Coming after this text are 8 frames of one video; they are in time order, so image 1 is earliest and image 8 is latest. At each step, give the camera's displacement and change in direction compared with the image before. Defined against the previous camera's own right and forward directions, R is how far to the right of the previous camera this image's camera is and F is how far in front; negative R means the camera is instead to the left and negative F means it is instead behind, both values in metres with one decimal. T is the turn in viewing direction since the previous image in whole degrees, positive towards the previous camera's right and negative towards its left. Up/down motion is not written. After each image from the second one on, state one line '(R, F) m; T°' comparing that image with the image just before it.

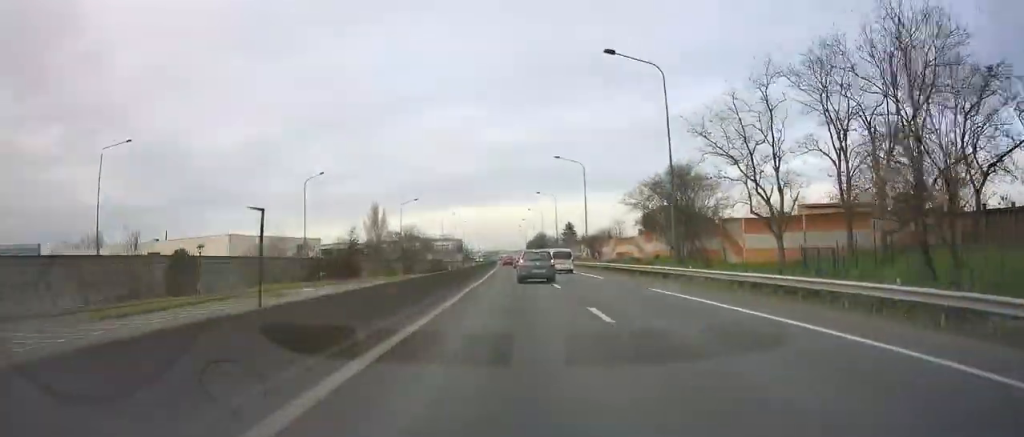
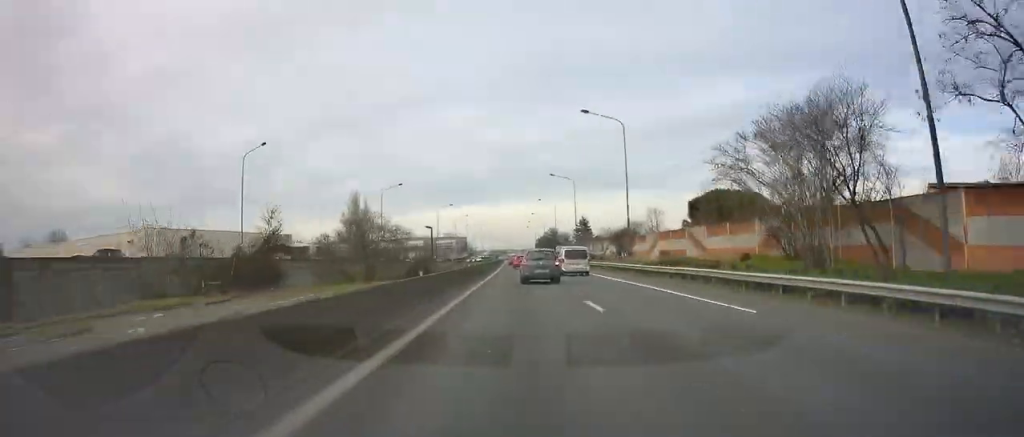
(-0.1, +23.6) m; 0°
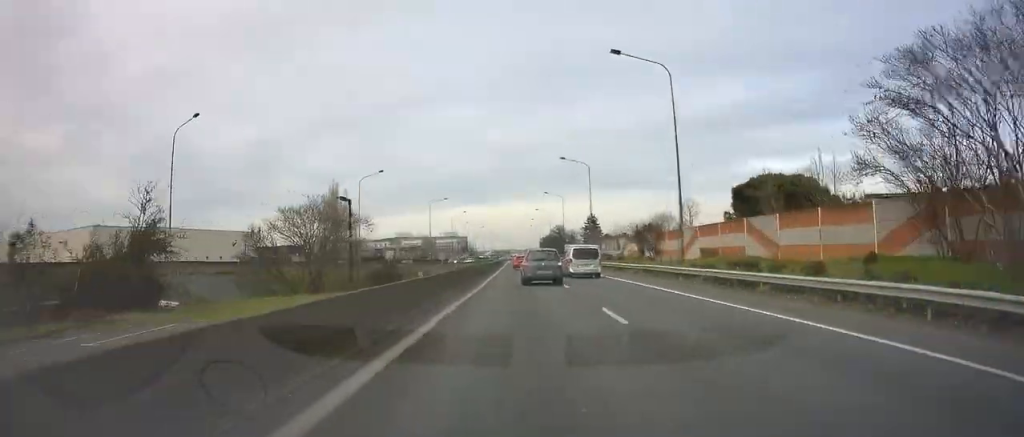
(0.0, +15.2) m; 0°
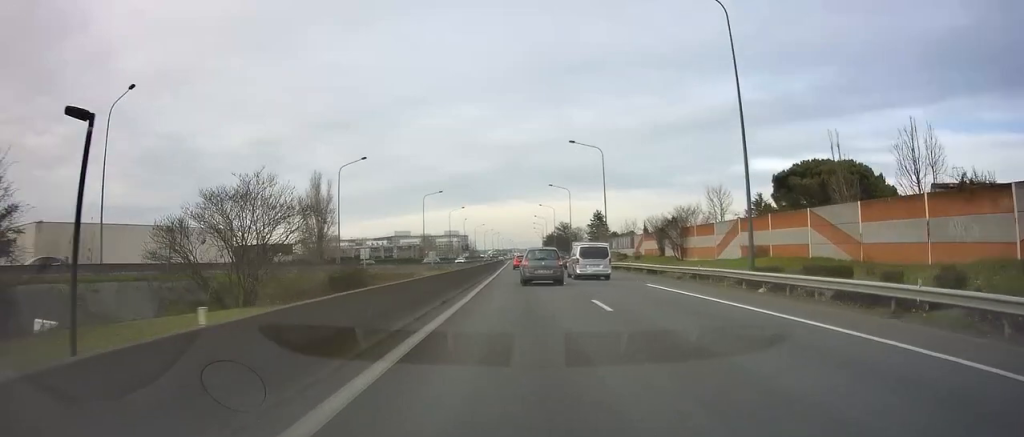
(0.0, +10.0) m; 0°
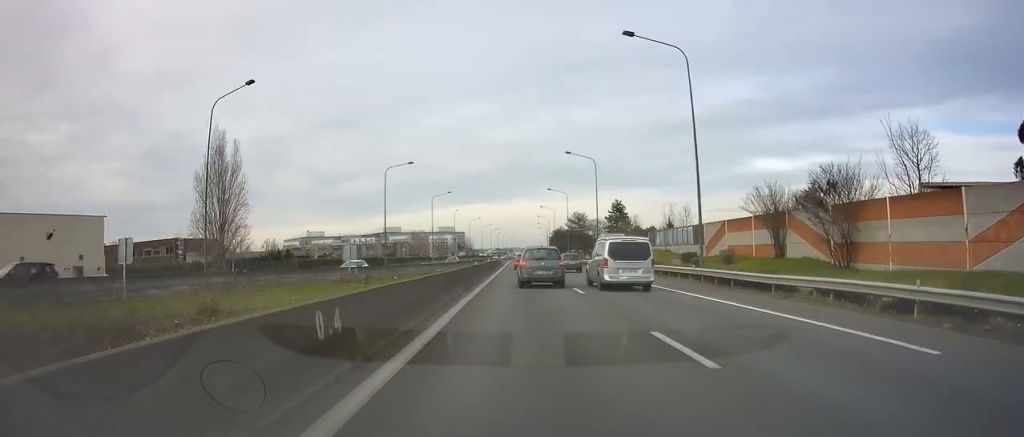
(+0.1, +33.2) m; 0°
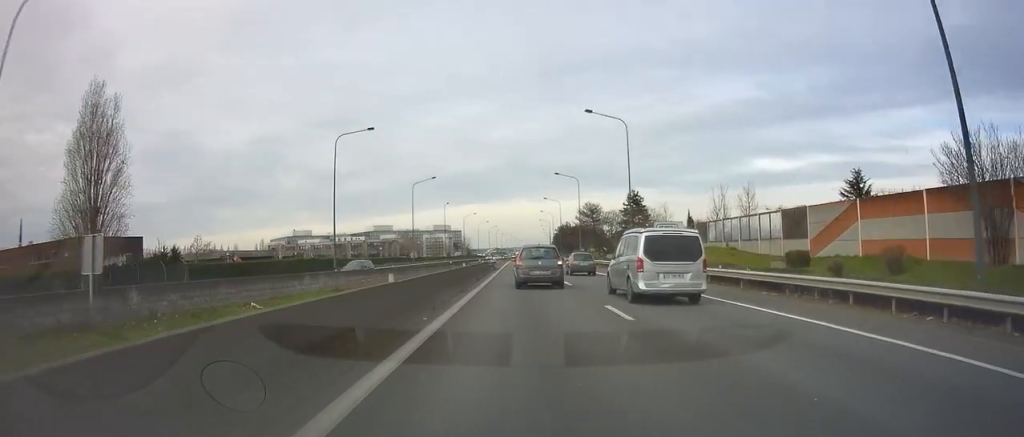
(-0.1, +20.5) m; 0°
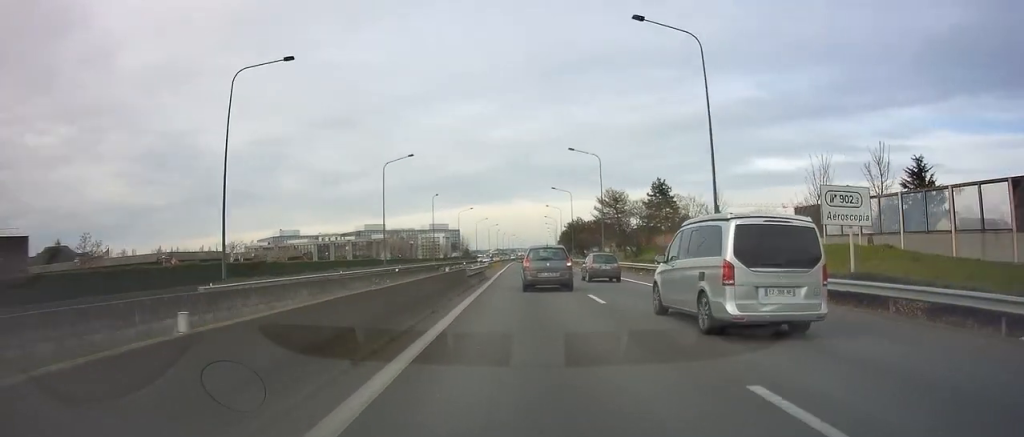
(0.0, +21.9) m; 0°
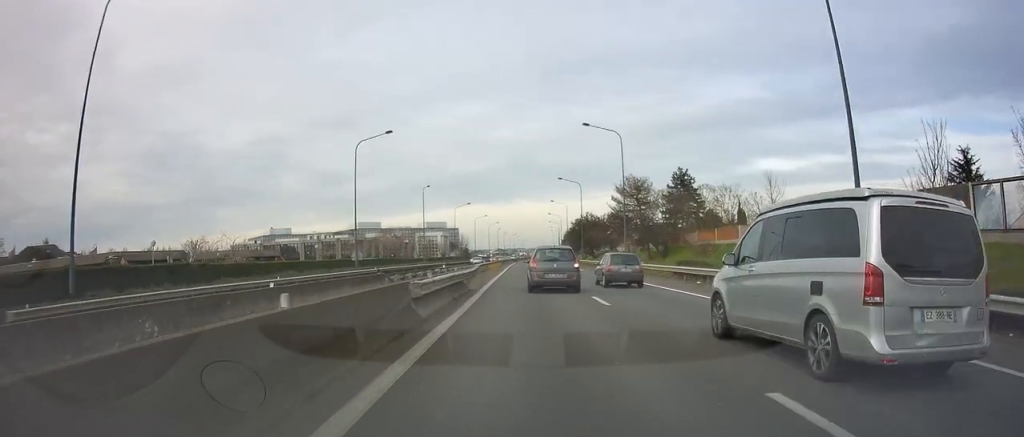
(+0.1, +13.7) m; 0°
